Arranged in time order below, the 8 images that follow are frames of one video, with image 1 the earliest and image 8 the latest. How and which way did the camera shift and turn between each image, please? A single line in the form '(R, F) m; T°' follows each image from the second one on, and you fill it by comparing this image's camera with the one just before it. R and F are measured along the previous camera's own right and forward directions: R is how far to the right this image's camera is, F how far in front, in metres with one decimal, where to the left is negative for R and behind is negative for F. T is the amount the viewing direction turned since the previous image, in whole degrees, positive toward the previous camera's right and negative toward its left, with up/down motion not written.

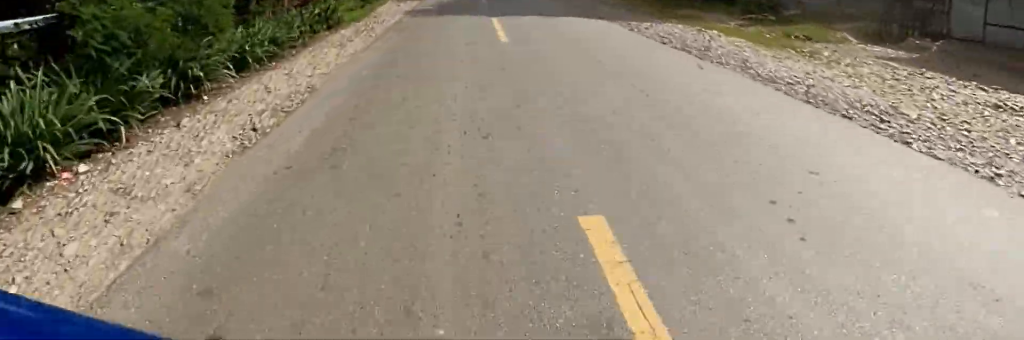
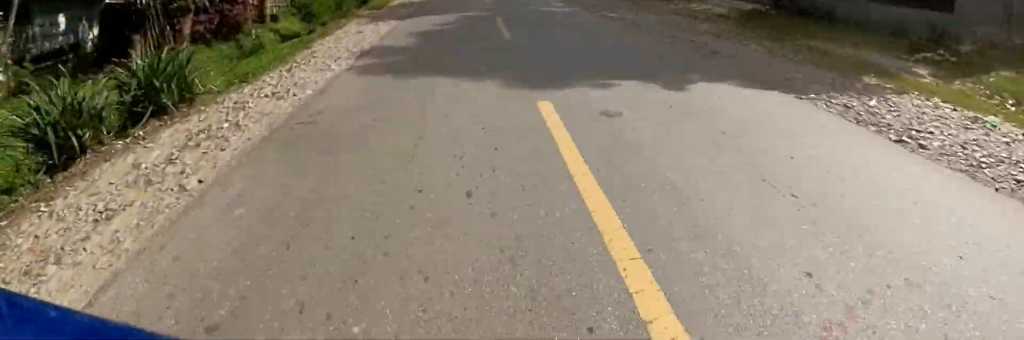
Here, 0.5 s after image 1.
(+0.2, +6.1) m; +1°
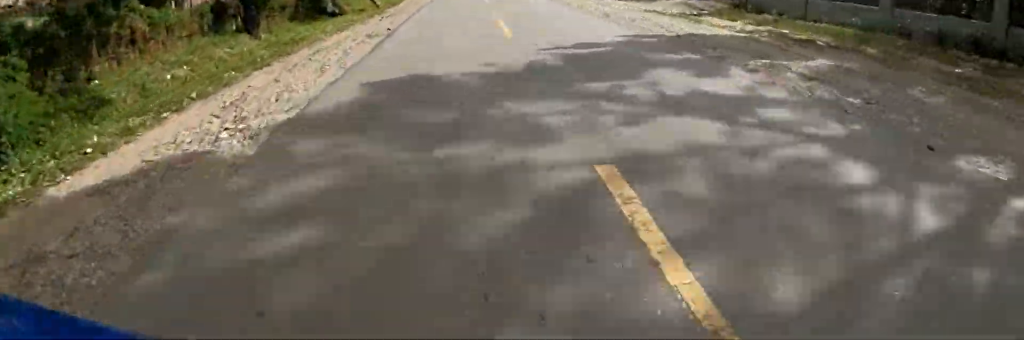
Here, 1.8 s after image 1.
(+0.1, +14.6) m; 0°
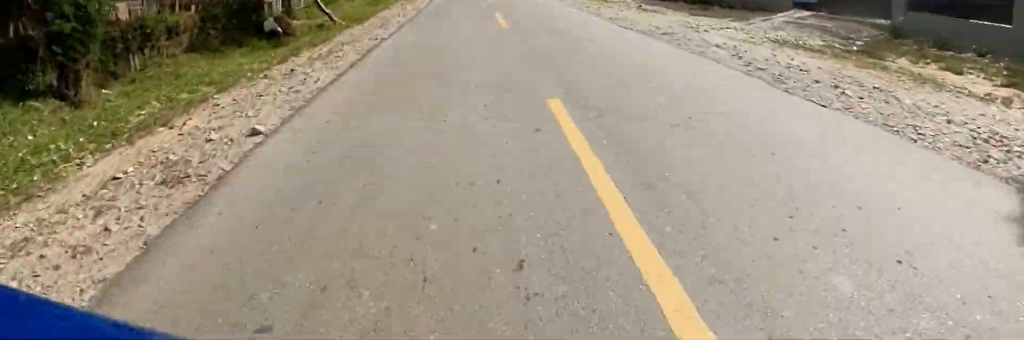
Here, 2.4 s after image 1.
(+0.1, +6.6) m; -1°
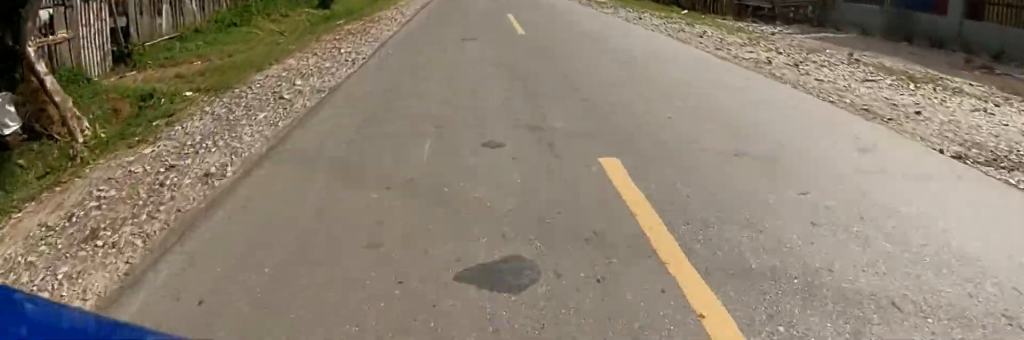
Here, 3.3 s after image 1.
(-0.3, +9.2) m; 0°
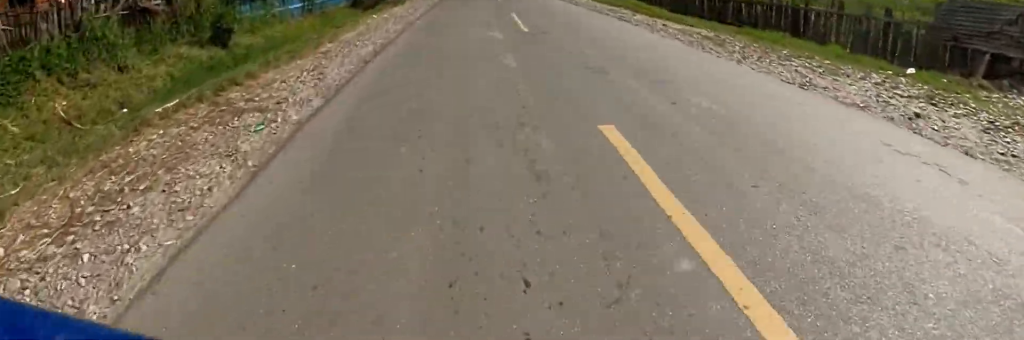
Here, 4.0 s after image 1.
(+0.1, +7.3) m; +1°
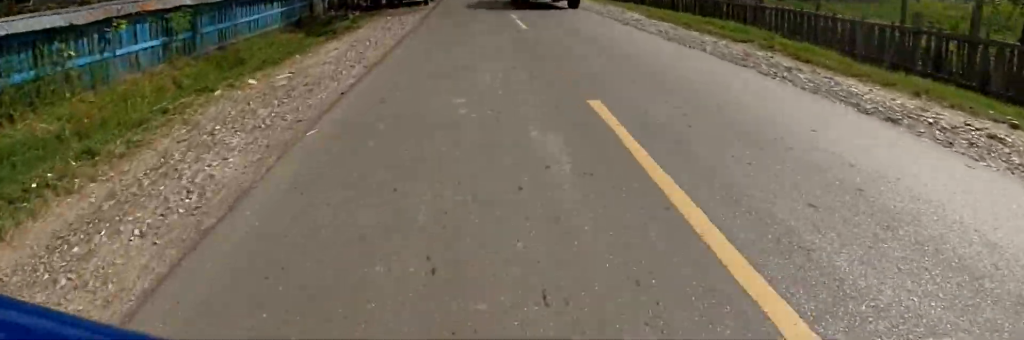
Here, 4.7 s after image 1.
(+0.2, +7.2) m; +2°
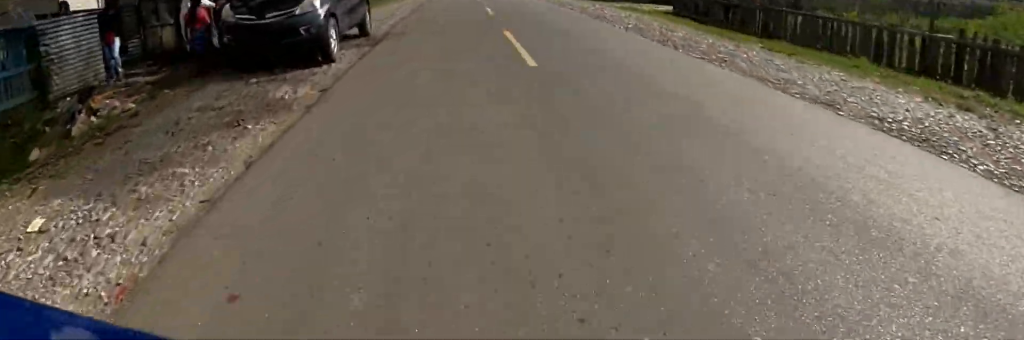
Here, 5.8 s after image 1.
(0.0, +11.0) m; -1°
